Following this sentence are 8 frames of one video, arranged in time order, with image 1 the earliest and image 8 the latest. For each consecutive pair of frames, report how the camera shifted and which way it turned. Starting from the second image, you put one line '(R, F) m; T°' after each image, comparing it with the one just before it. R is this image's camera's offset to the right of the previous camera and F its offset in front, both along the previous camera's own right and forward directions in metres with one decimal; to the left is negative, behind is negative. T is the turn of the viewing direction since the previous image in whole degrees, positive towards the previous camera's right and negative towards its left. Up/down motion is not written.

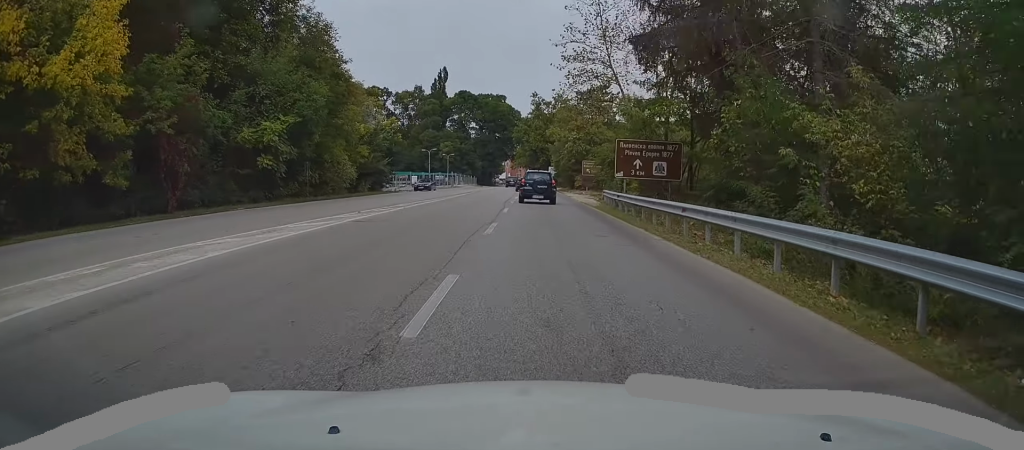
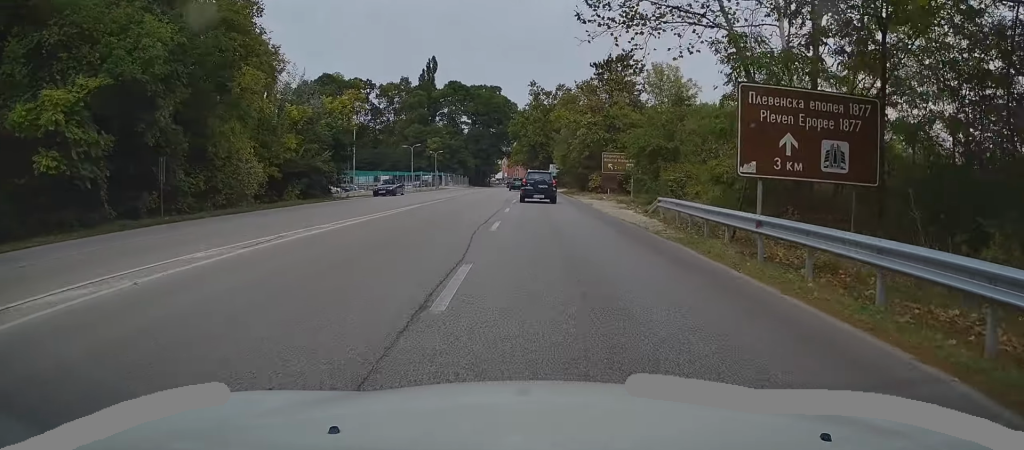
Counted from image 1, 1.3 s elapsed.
(0.0, +16.9) m; 0°
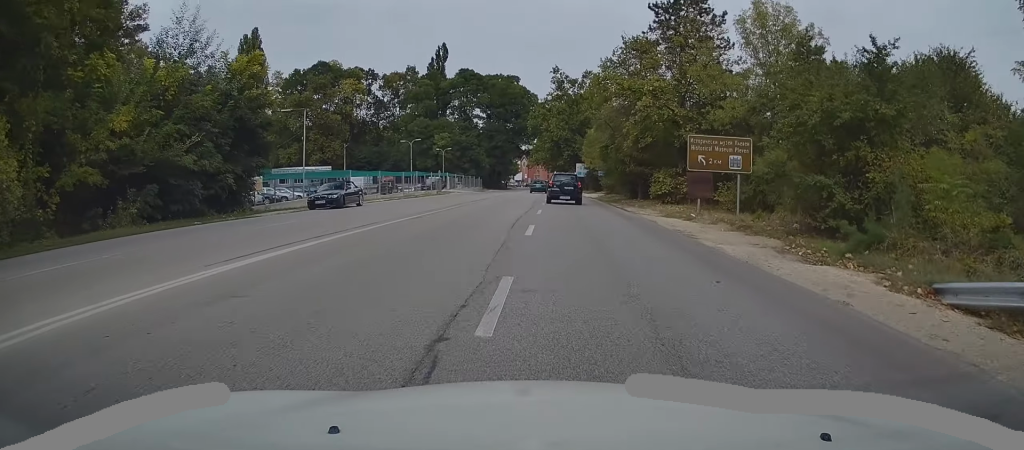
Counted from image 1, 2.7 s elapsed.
(-0.2, +18.6) m; -2°
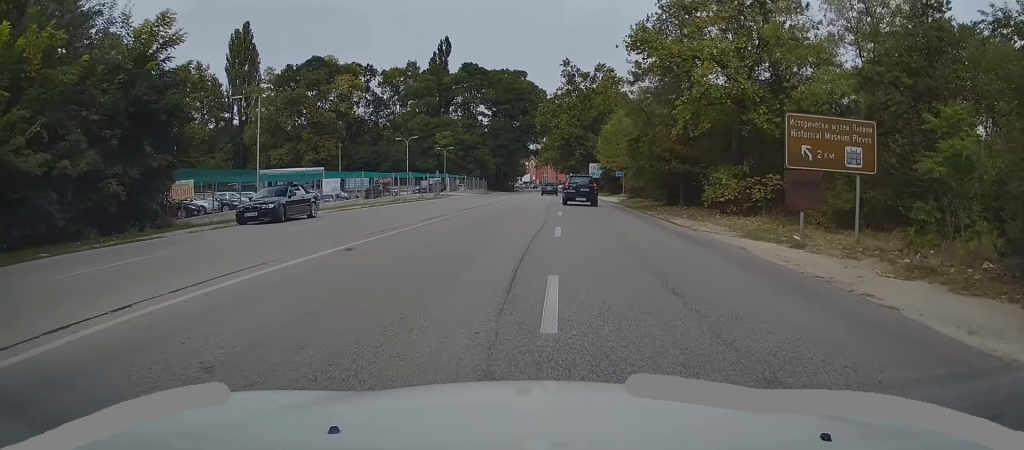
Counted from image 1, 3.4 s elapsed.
(-0.1, +8.7) m; -1°
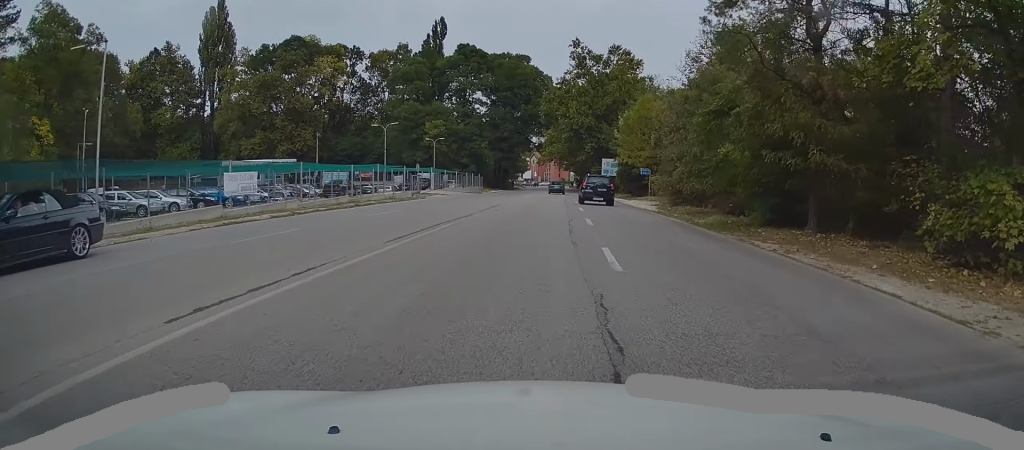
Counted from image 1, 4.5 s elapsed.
(-0.1, +14.2) m; +1°
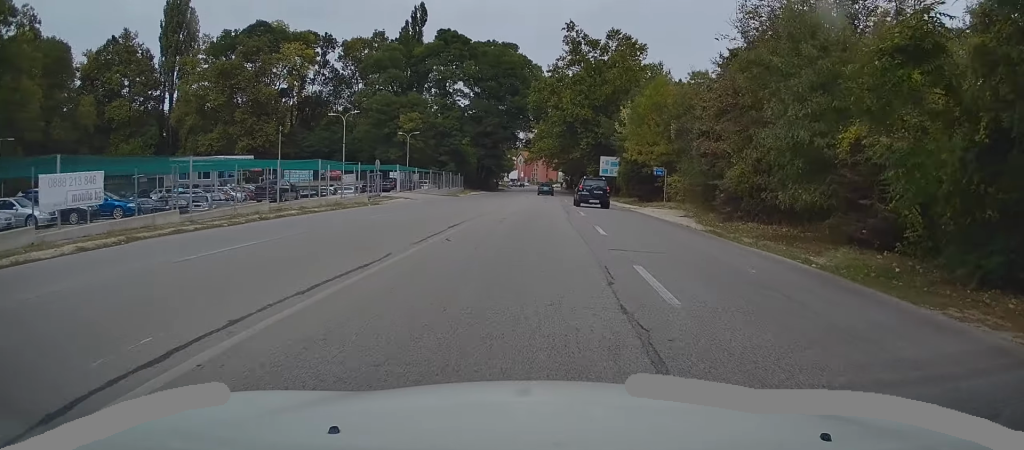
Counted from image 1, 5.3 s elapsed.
(+0.2, +11.1) m; +2°
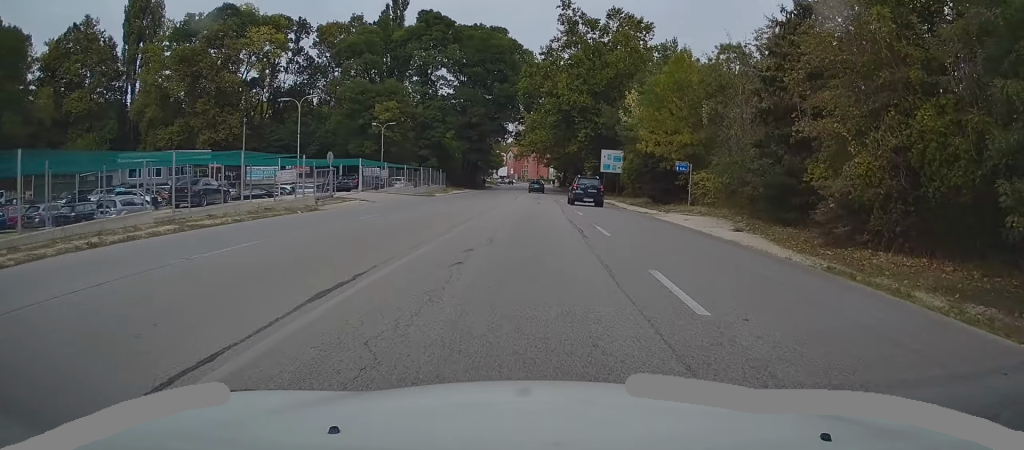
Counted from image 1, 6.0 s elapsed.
(+0.1, +9.4) m; +1°
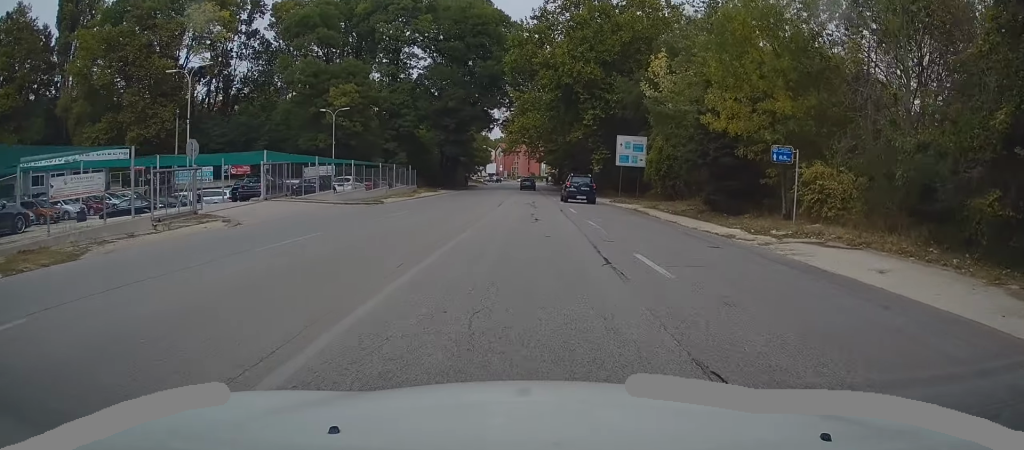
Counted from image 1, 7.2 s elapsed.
(+0.1, +15.6) m; +1°
